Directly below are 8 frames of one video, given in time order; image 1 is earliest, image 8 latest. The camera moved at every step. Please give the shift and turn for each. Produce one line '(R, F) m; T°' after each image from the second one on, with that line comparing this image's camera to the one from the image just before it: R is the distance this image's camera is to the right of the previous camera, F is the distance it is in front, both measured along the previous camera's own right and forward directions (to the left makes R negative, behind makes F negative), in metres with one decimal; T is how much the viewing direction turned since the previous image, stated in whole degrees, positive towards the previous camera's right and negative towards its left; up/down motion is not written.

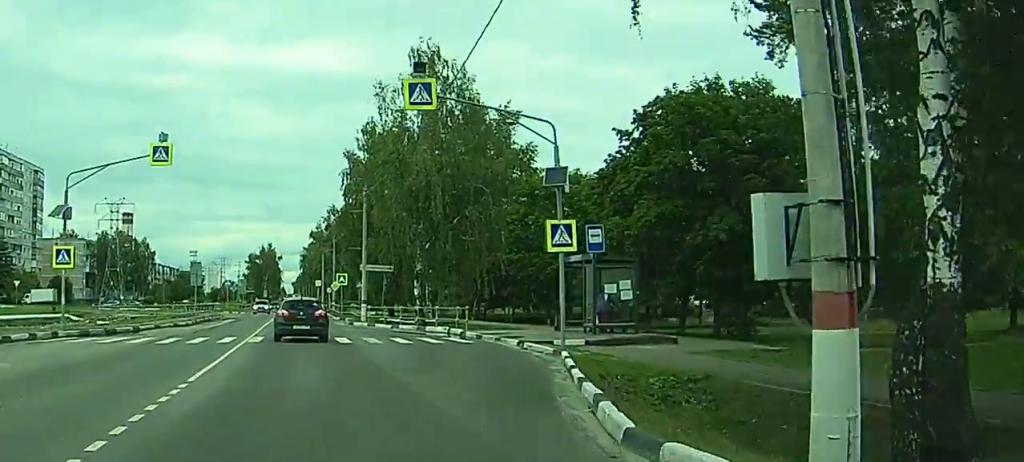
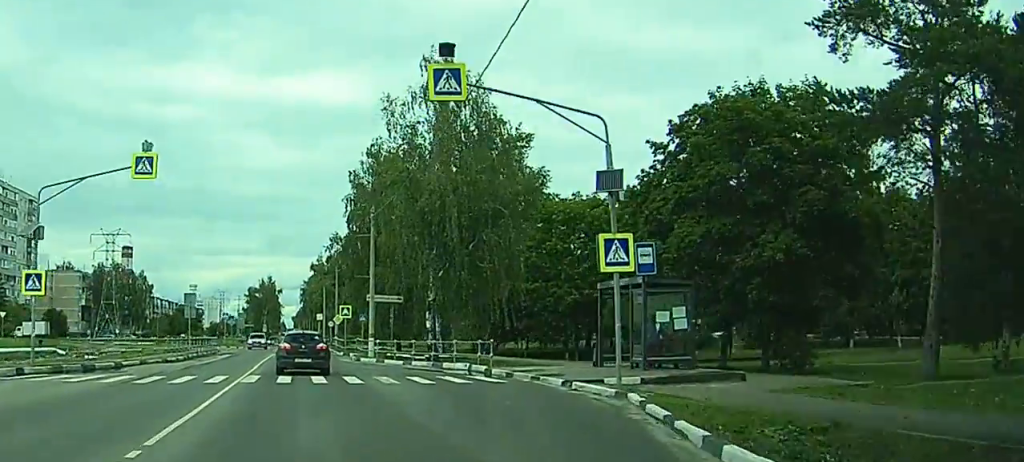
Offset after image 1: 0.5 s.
(0.0, +4.9) m; 0°
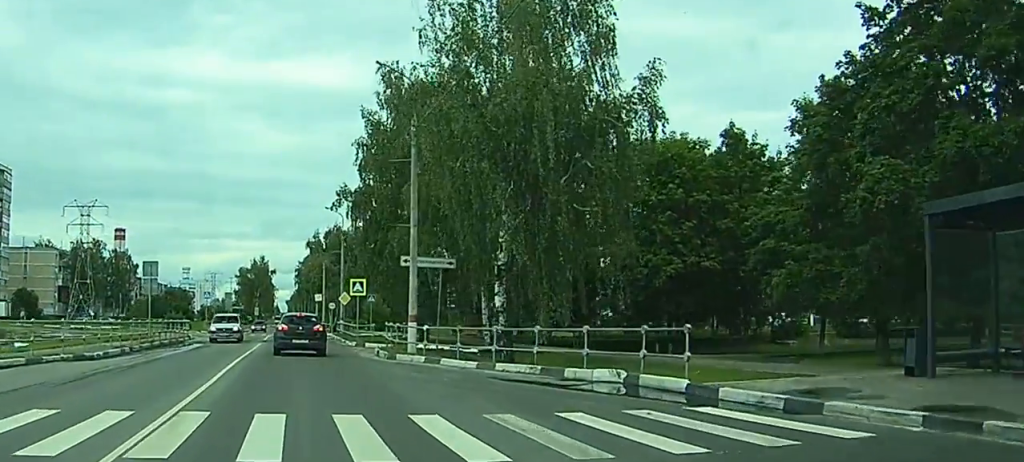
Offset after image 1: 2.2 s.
(-0.1, +17.7) m; 0°
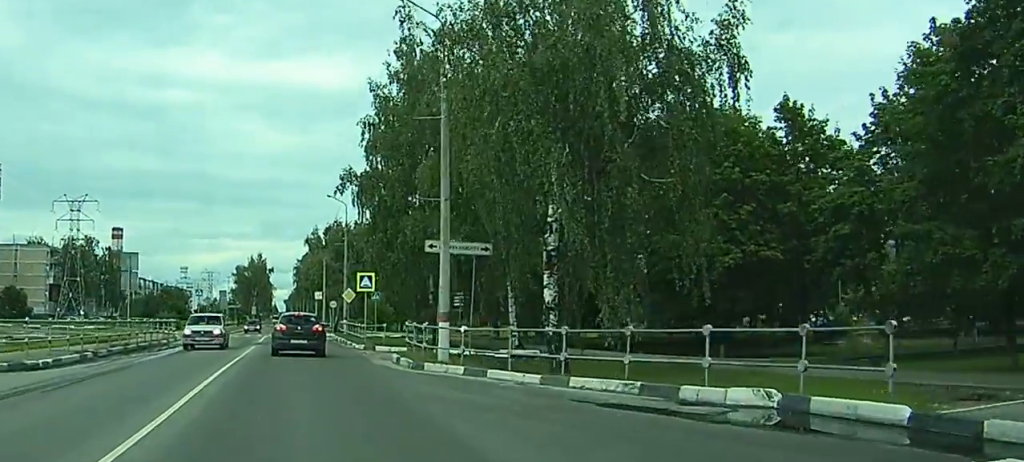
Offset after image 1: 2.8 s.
(0.0, +5.9) m; 0°
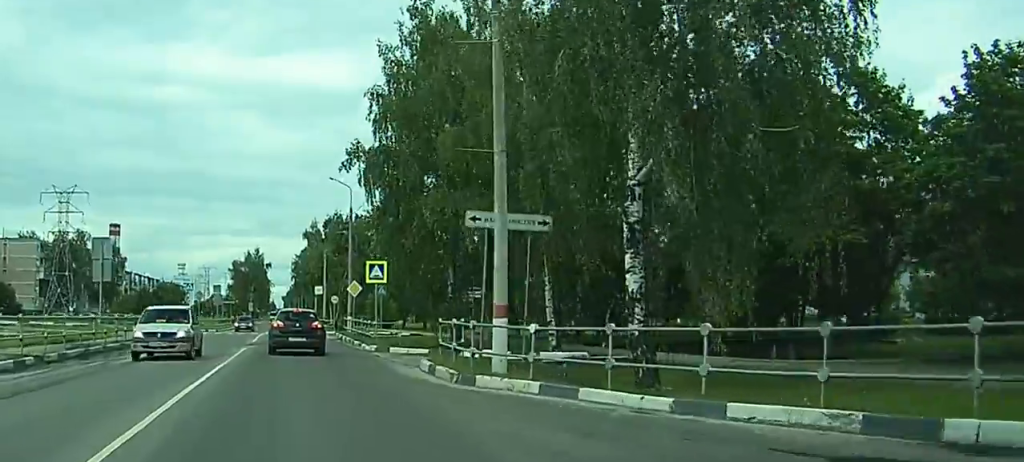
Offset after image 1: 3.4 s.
(0.0, +5.9) m; 0°
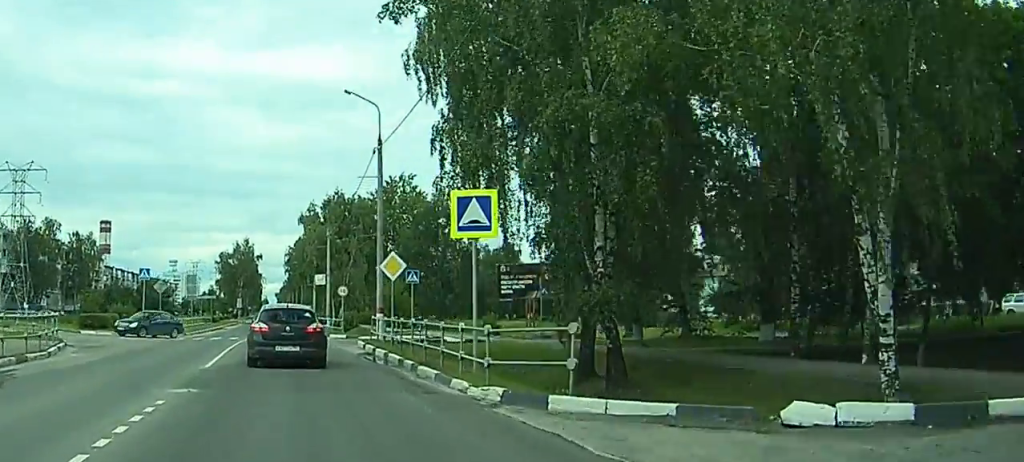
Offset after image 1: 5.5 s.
(+0.3, +20.2) m; +1°
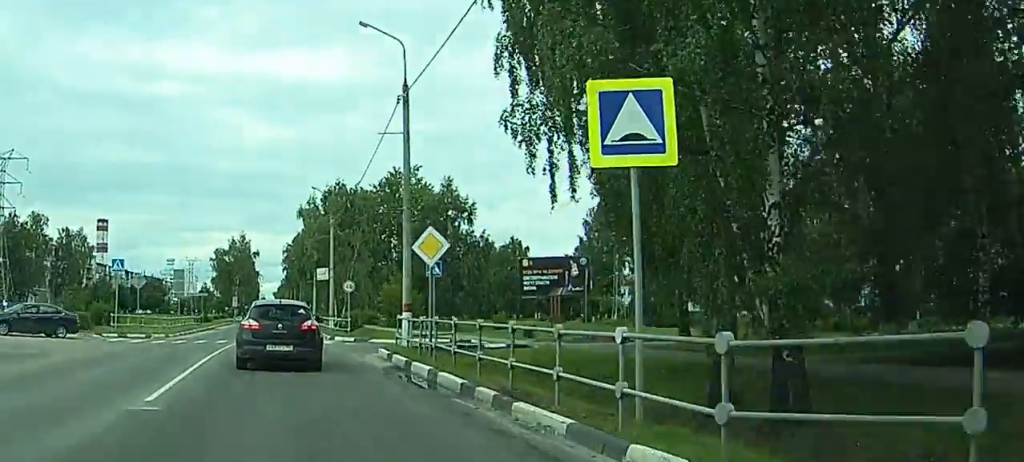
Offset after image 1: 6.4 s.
(0.0, +8.2) m; 0°
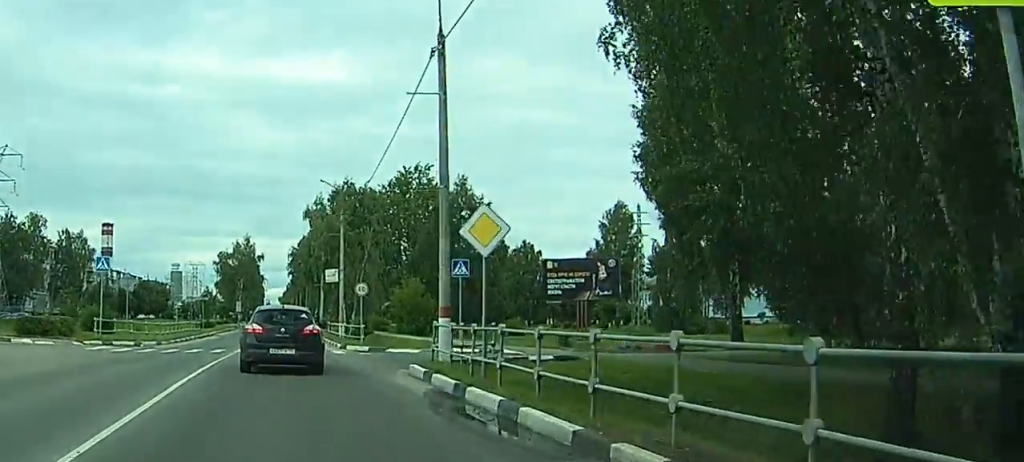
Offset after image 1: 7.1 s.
(0.0, +5.8) m; 0°
